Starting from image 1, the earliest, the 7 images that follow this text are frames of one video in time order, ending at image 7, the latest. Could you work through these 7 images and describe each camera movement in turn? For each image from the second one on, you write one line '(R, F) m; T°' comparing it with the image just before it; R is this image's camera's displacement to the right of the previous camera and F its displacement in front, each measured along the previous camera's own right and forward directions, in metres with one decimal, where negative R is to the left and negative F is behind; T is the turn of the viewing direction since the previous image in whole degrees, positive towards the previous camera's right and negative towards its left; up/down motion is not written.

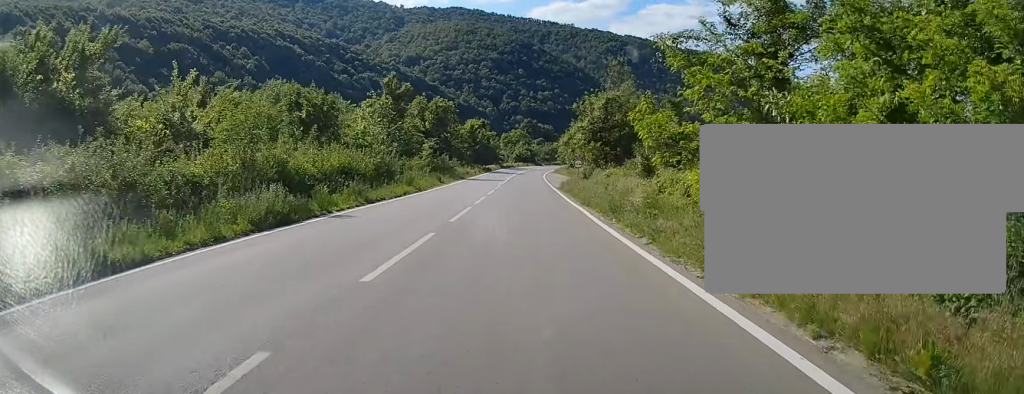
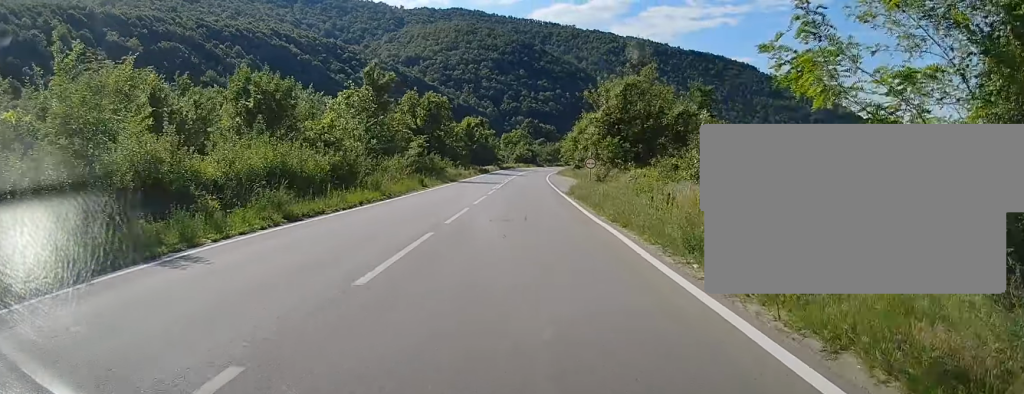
(0.0, +9.4) m; 0°
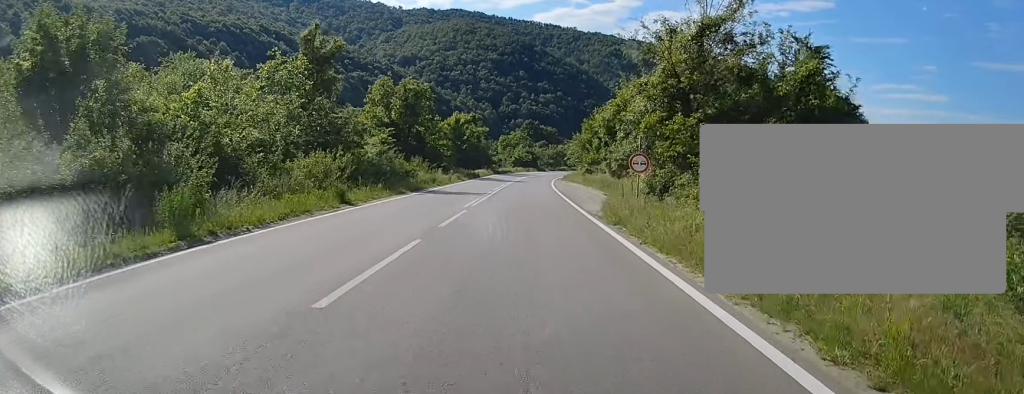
(0.0, +18.5) m; 0°
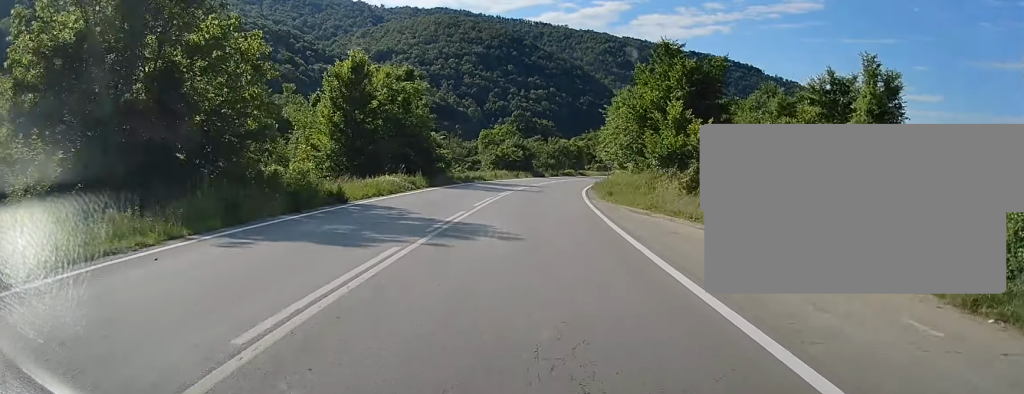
(0.0, +53.9) m; 0°
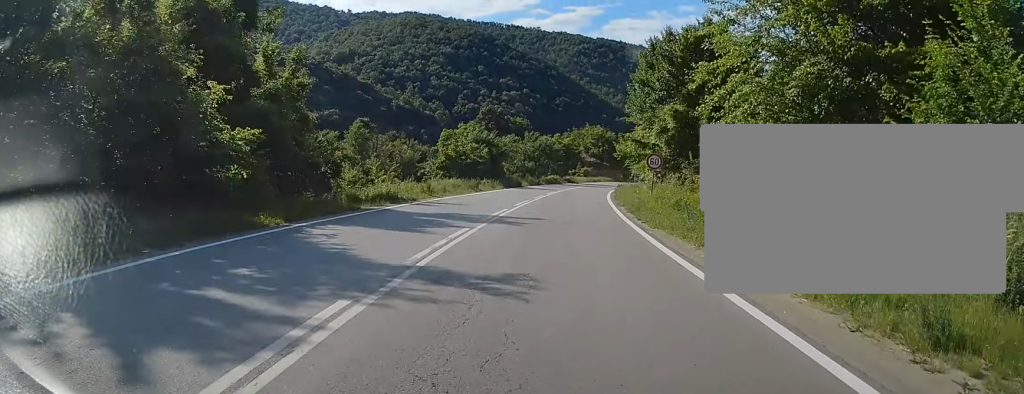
(0.0, +30.1) m; +1°
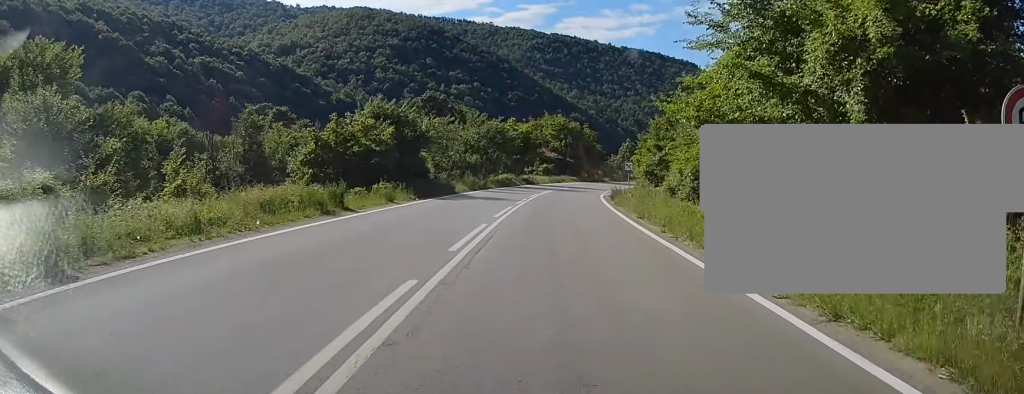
(+0.6, +25.0) m; +4°
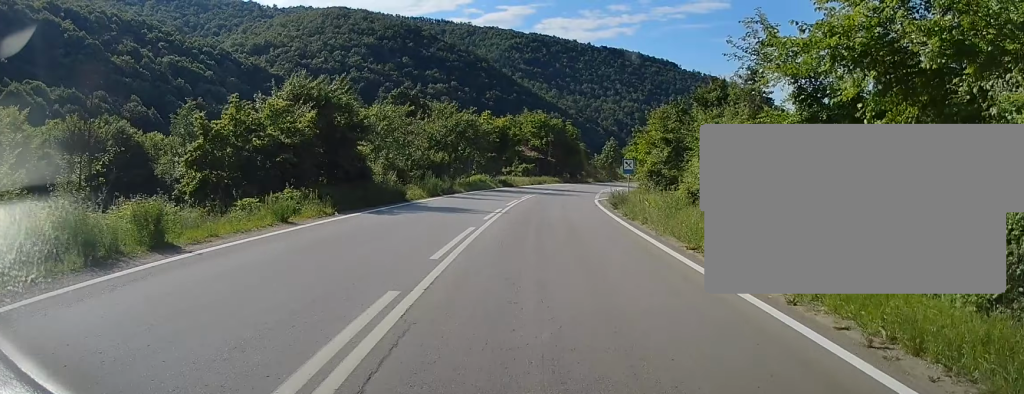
(+0.3, +9.6) m; +1°
